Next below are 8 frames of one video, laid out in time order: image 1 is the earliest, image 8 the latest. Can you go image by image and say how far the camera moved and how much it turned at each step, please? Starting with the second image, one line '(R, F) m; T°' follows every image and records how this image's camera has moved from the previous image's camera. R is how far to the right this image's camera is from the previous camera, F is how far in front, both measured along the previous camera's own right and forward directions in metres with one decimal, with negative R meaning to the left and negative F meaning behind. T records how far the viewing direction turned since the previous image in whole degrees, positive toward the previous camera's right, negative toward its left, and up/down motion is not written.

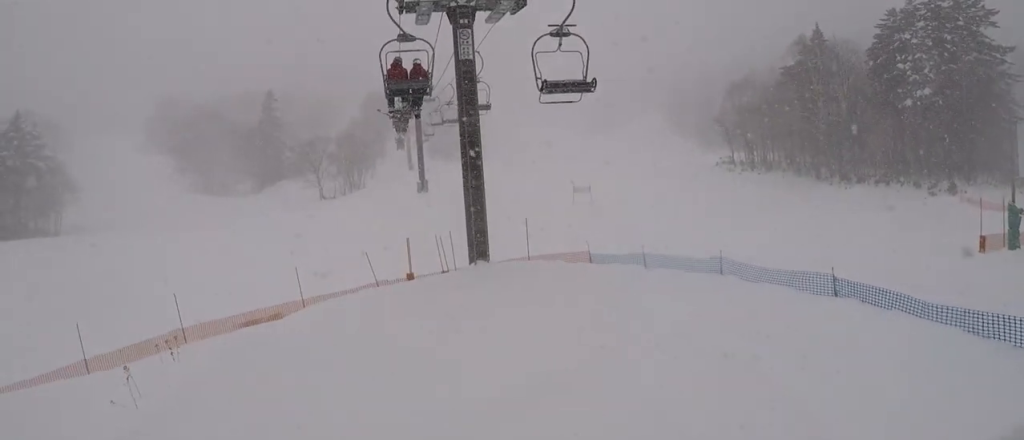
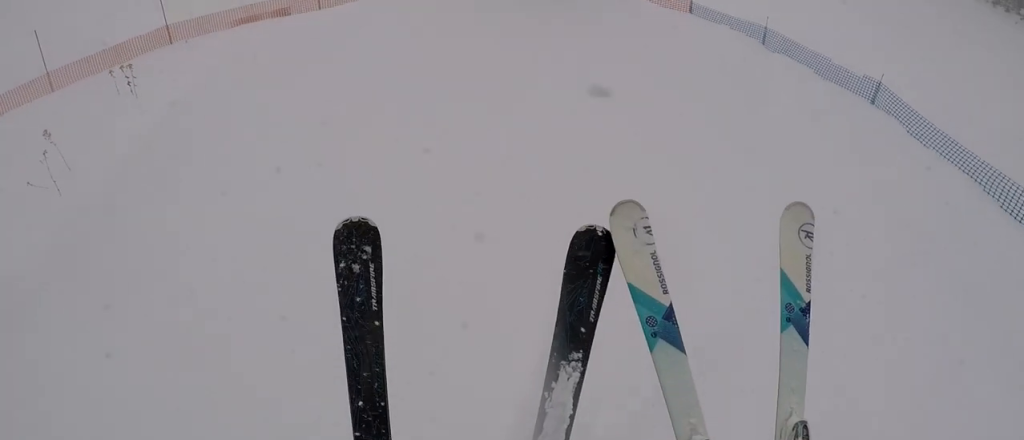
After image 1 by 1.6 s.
(0.0, +2.5) m; 0°
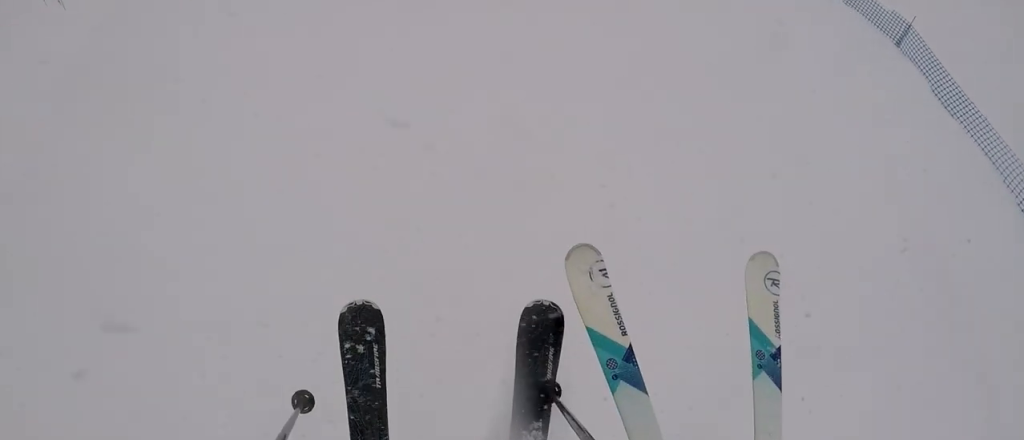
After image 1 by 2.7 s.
(0.0, +2.0) m; +3°
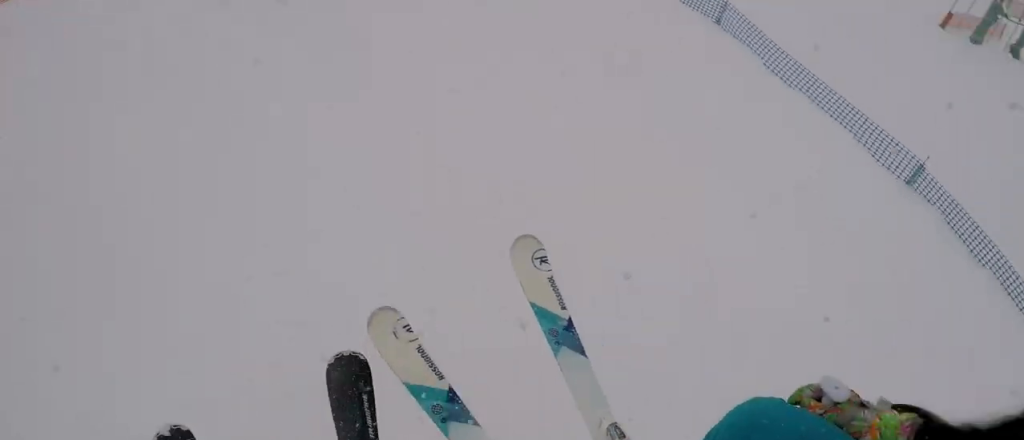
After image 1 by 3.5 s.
(+0.1, +1.3) m; +7°
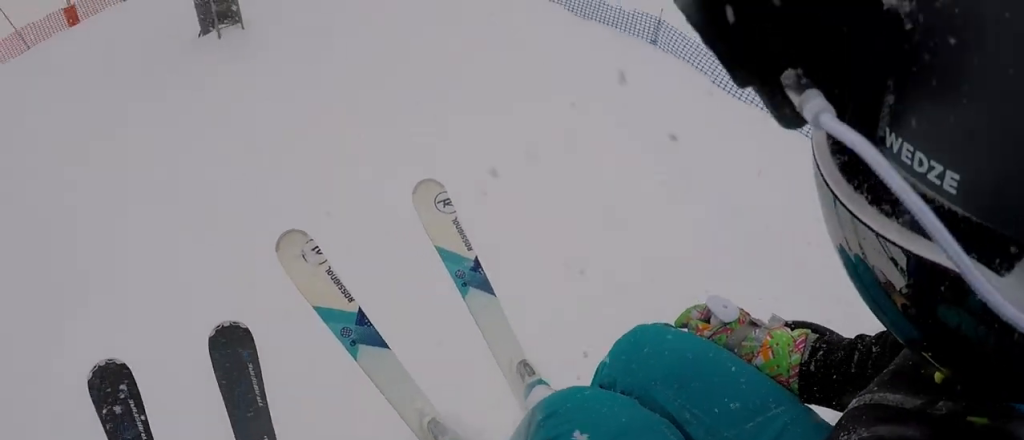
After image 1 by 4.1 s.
(0.0, +0.9) m; +6°
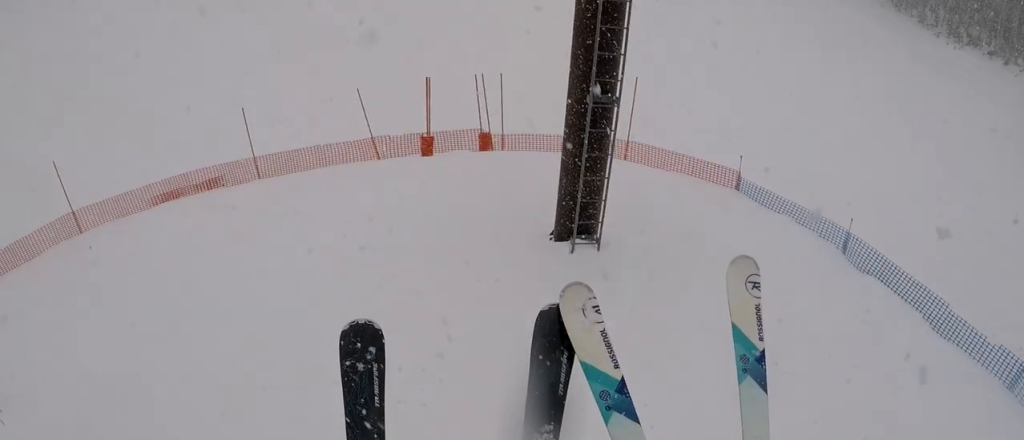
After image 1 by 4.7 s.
(+0.1, +1.0) m; +4°
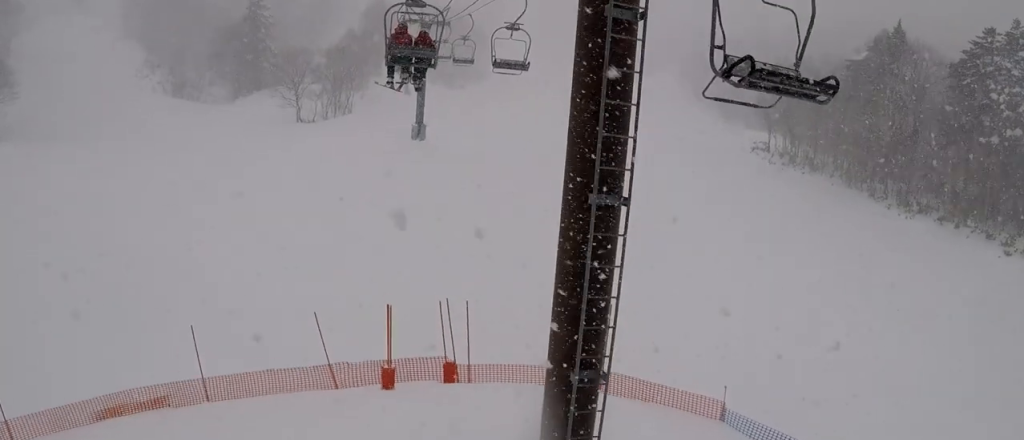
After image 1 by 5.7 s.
(+0.1, +1.6) m; +3°
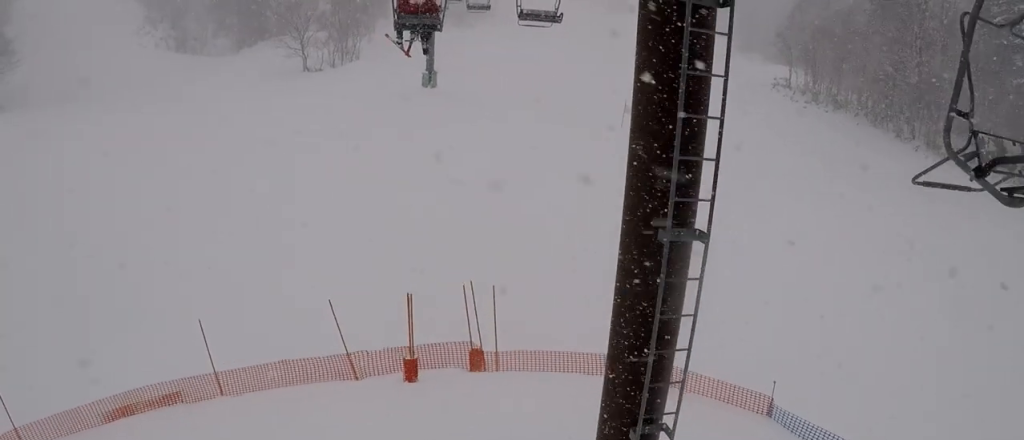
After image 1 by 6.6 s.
(0.0, +1.5) m; 0°
